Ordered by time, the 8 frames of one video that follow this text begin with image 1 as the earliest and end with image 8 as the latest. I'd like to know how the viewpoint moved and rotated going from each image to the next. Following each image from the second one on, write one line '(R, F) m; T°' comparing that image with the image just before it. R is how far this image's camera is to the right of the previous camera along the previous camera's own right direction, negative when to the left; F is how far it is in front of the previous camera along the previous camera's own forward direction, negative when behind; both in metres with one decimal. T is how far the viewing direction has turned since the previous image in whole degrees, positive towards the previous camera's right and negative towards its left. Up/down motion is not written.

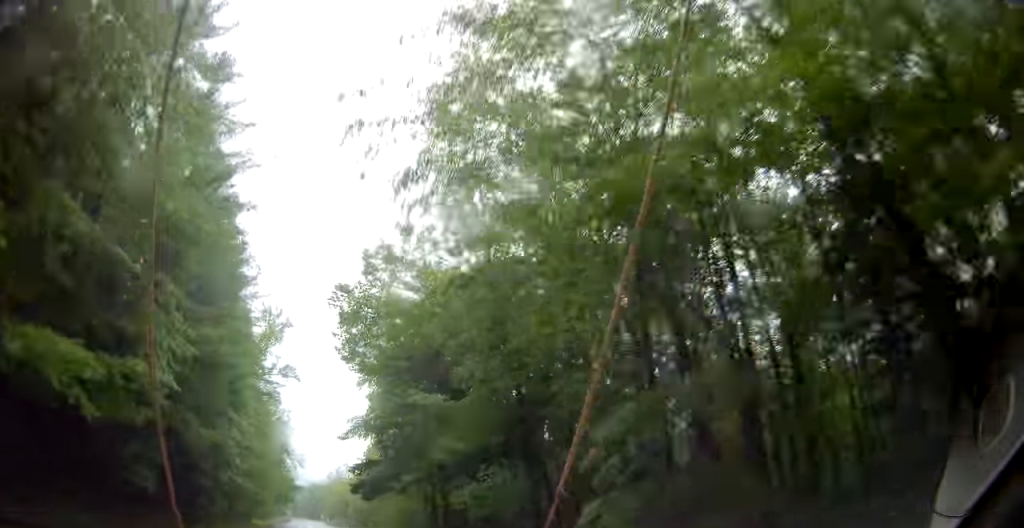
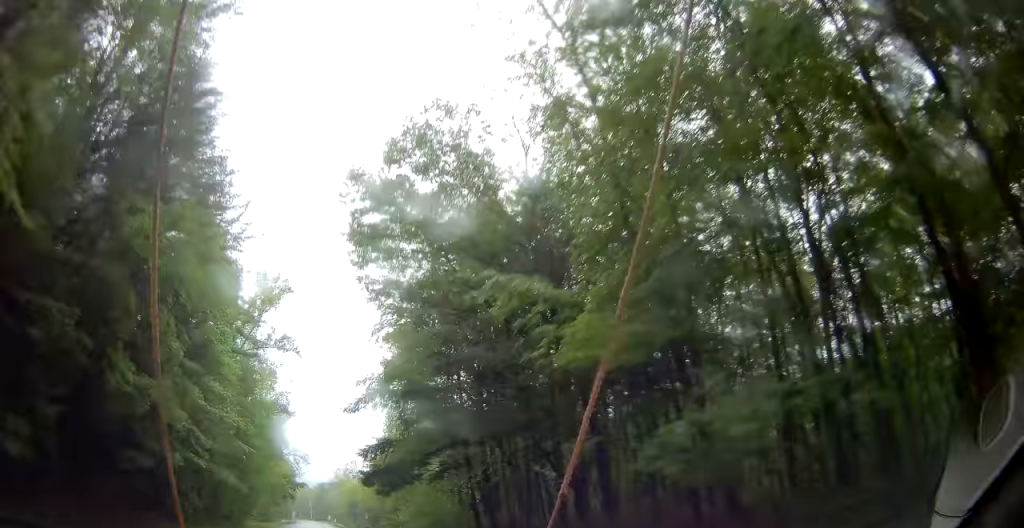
(-0.1, +12.6) m; 0°
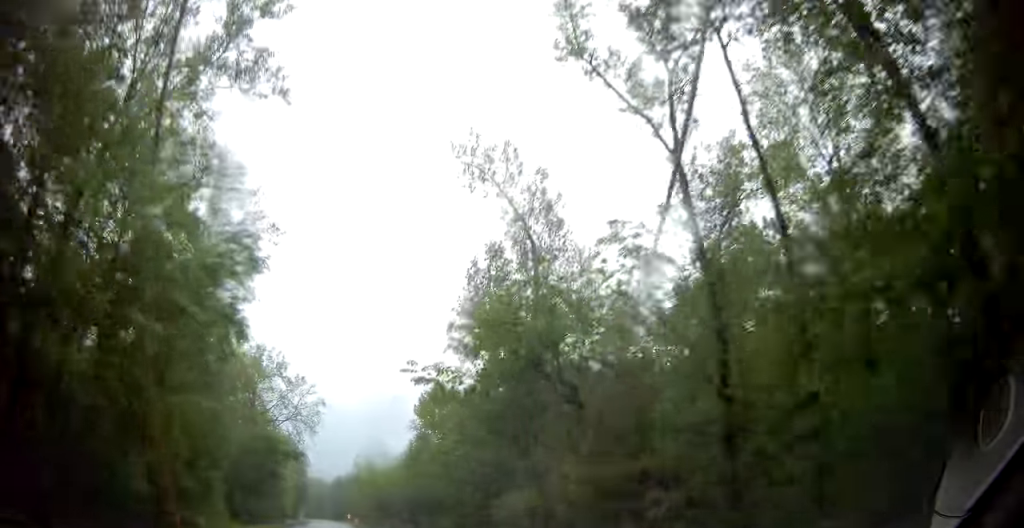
(-0.2, +41.0) m; 0°
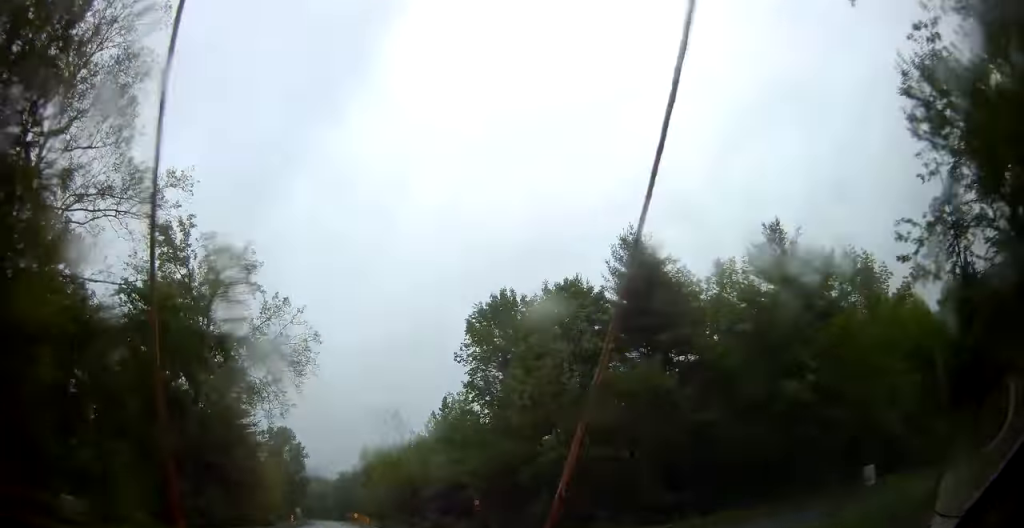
(-0.2, +31.8) m; -1°
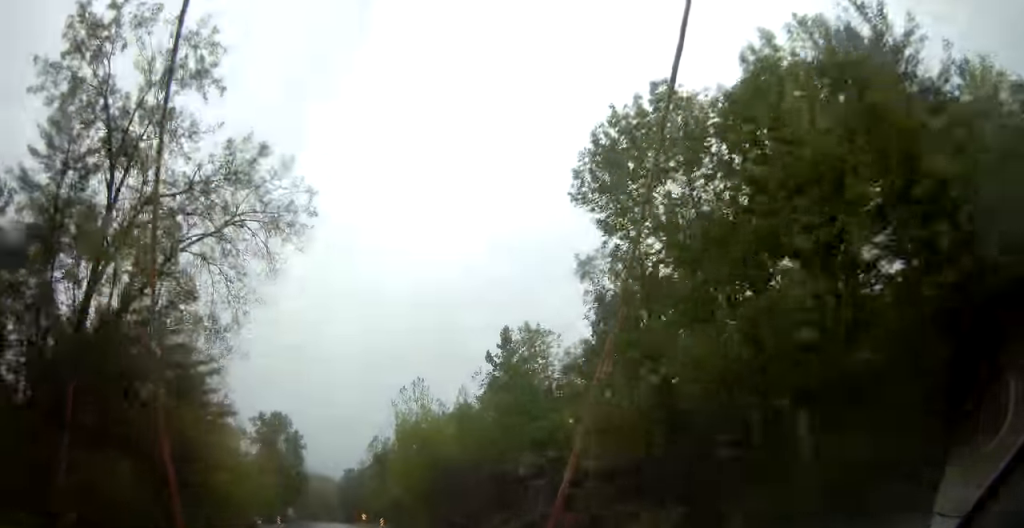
(-0.2, +25.0) m; 0°
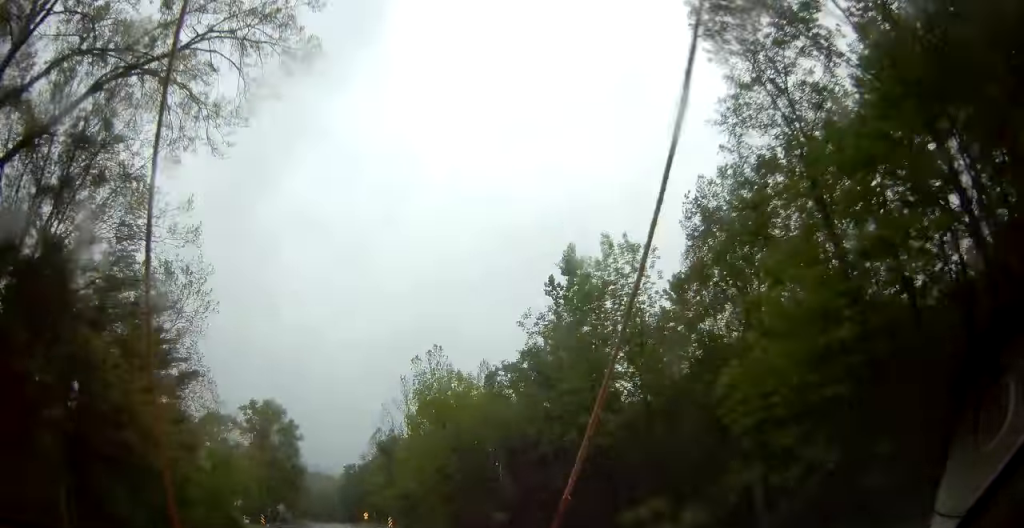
(0.0, +13.3) m; 0°
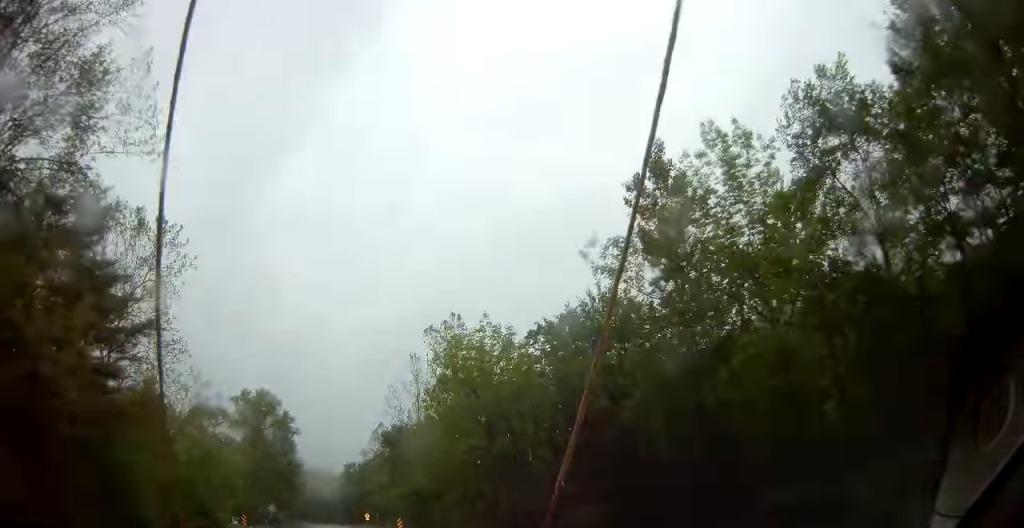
(0.0, +10.0) m; 0°
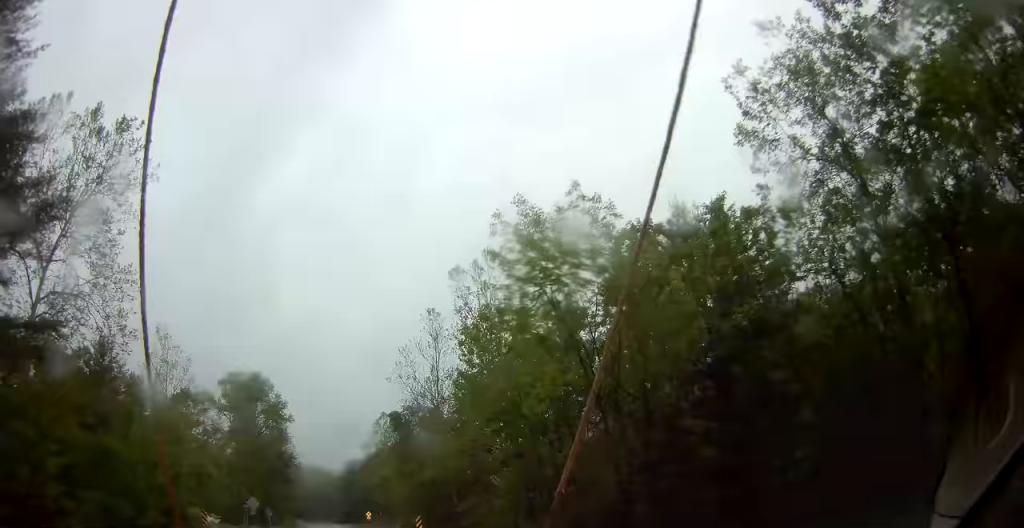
(+0.1, +12.5) m; 0°
